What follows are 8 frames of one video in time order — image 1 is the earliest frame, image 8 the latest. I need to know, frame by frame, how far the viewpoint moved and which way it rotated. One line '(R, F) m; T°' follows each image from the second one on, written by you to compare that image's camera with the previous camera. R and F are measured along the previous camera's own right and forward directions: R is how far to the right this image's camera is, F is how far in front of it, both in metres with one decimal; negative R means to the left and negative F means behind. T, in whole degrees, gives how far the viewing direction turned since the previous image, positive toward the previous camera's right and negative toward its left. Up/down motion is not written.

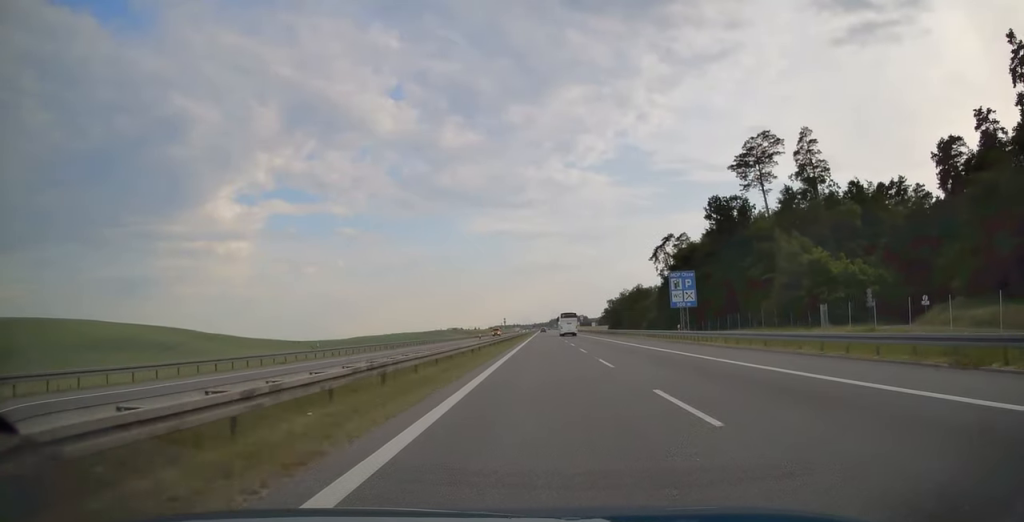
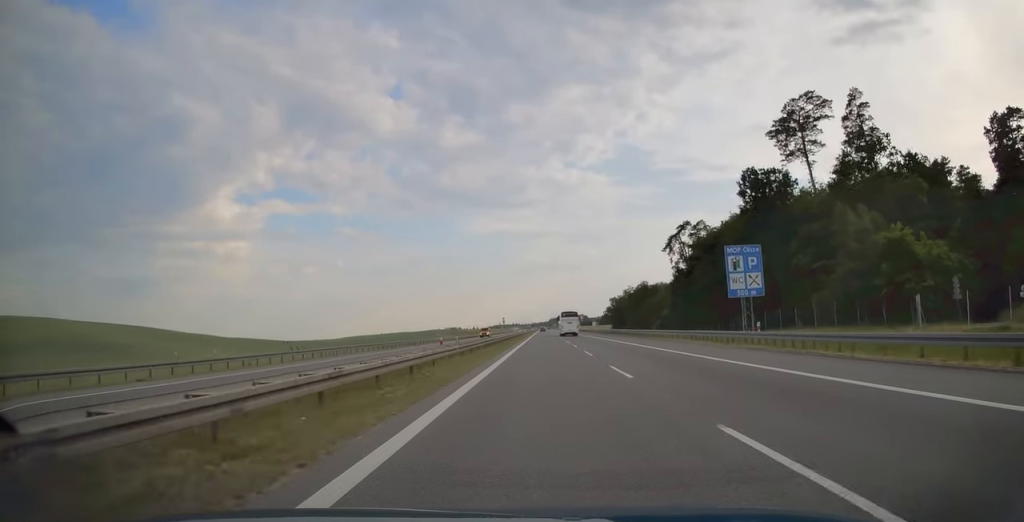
(0.0, +16.5) m; 0°
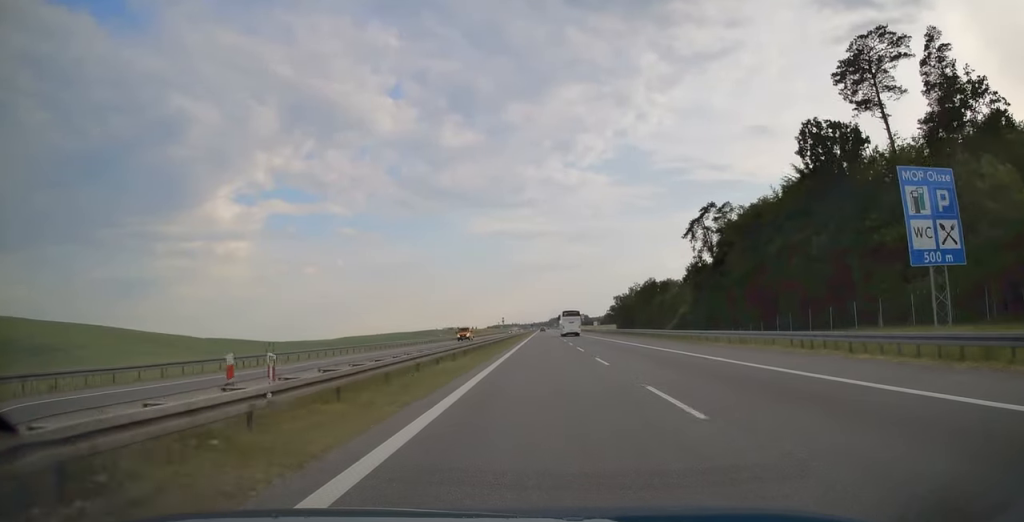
(0.0, +18.9) m; 0°
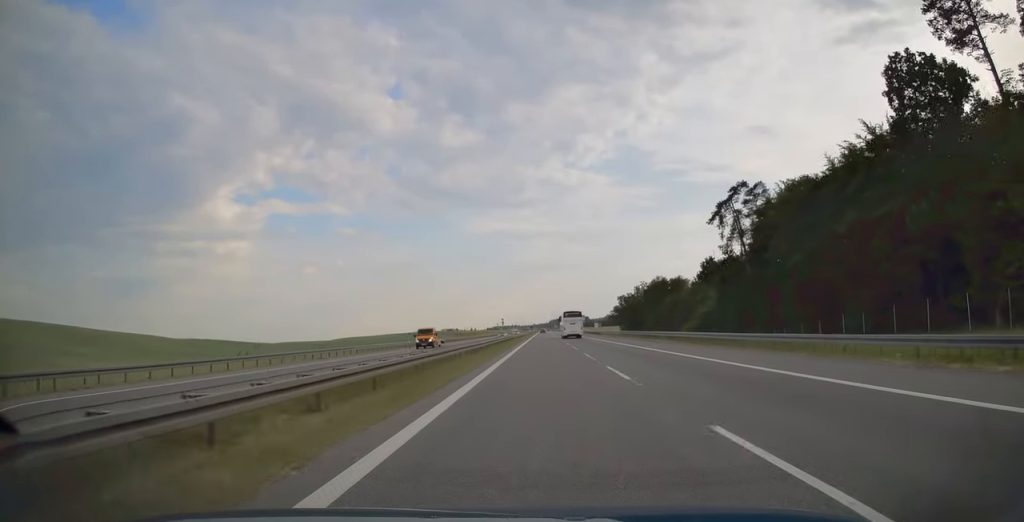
(-0.1, +17.1) m; 0°
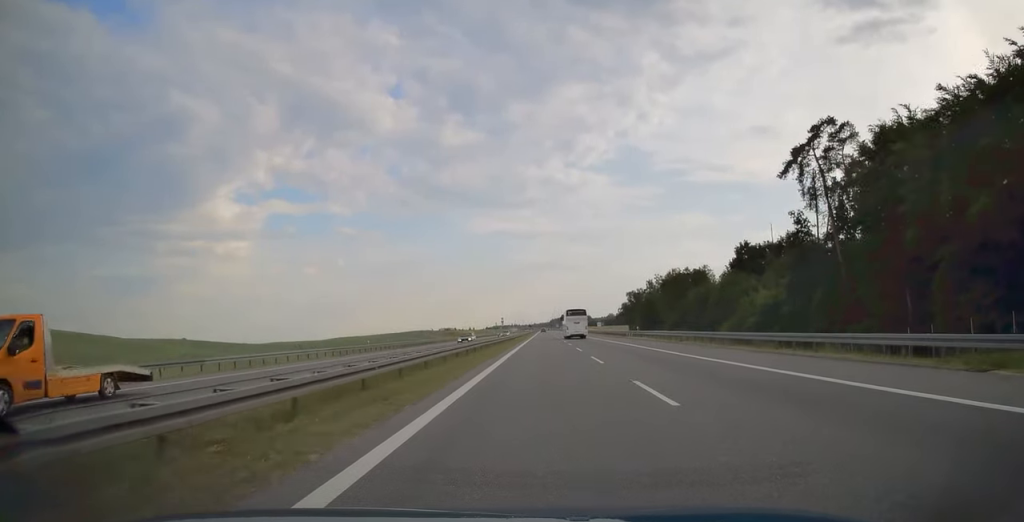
(+0.2, +29.1) m; 0°
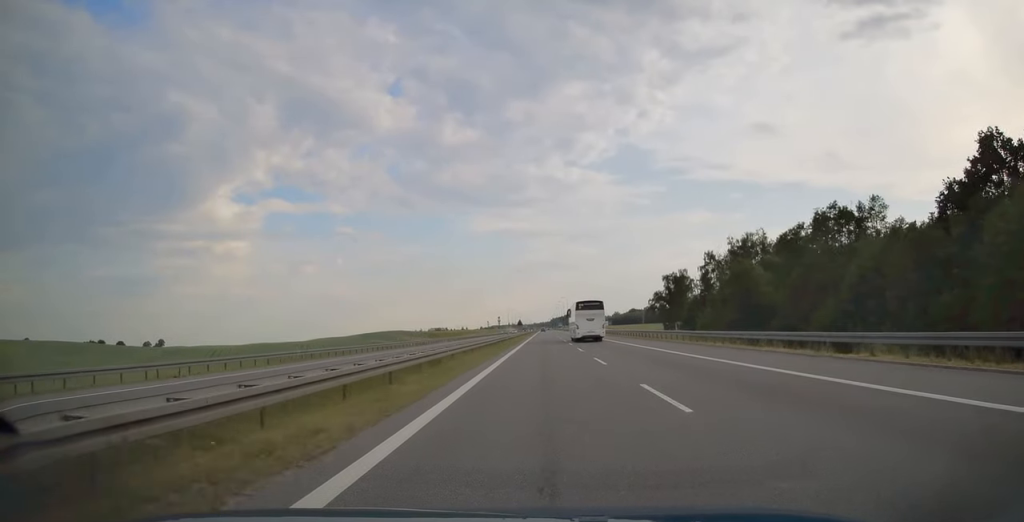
(-0.4, +85.3) m; 0°
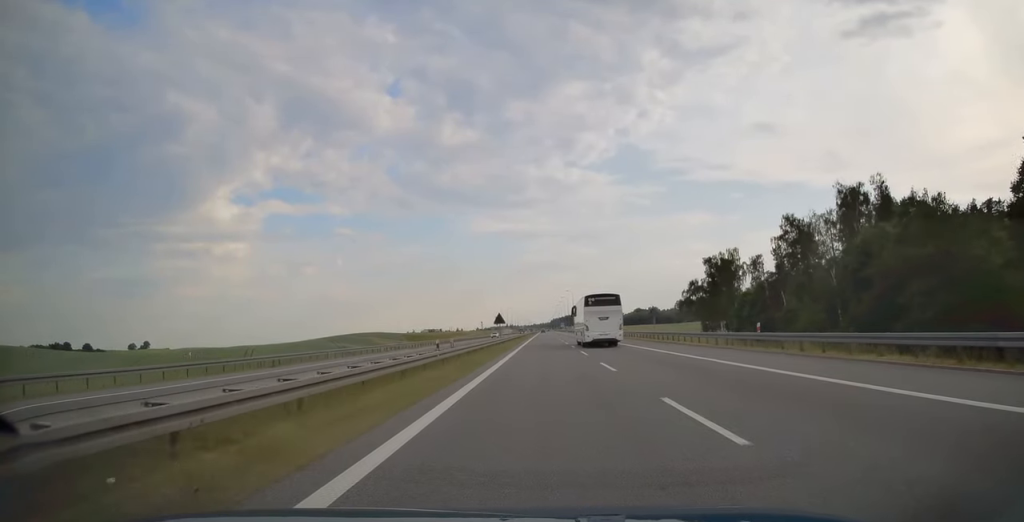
(+0.1, +50.4) m; 0°
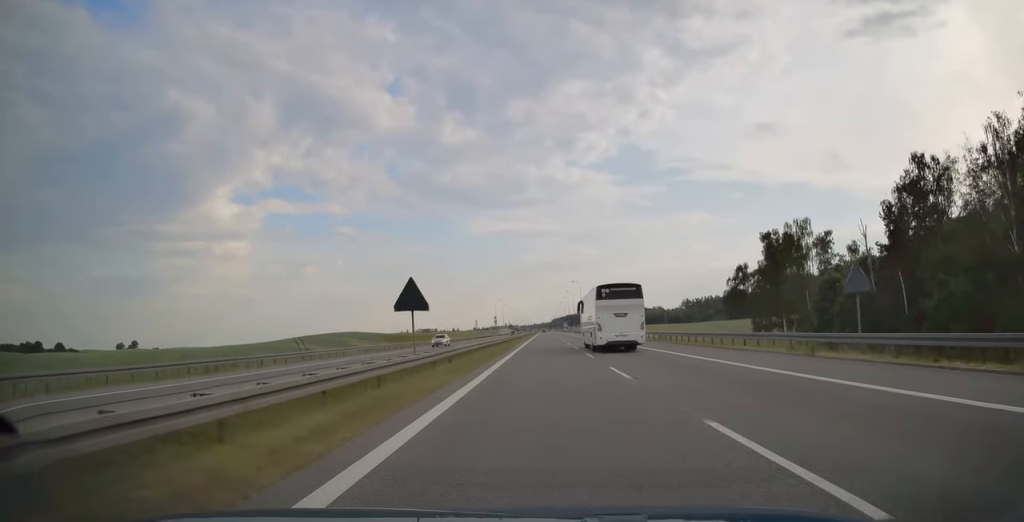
(-0.1, +39.0) m; 0°
